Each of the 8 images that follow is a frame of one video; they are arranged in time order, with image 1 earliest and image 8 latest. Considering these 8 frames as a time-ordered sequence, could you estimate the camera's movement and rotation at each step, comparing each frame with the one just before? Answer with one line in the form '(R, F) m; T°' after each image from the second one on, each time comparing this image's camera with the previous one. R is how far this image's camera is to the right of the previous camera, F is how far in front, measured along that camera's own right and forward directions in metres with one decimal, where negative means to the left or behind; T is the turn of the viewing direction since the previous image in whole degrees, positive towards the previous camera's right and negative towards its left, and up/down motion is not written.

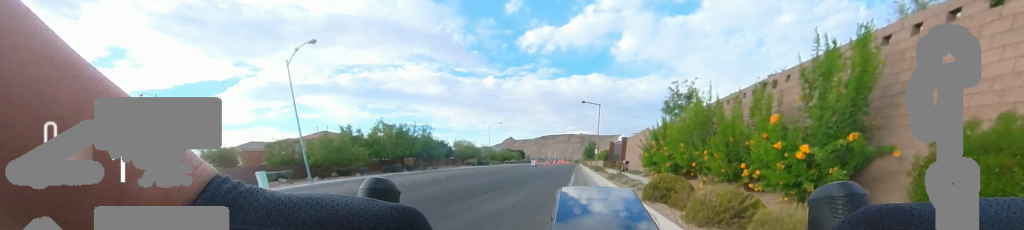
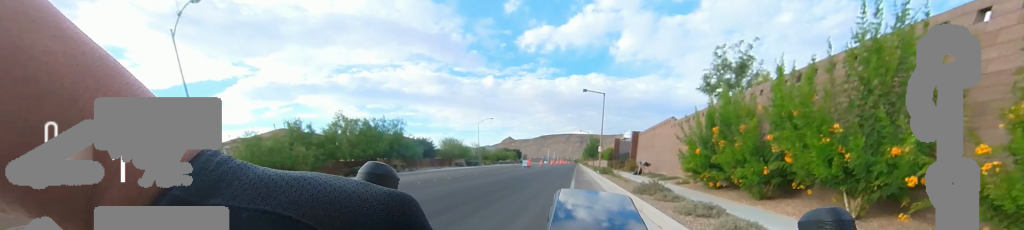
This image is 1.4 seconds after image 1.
(0.0, +7.2) m; 0°
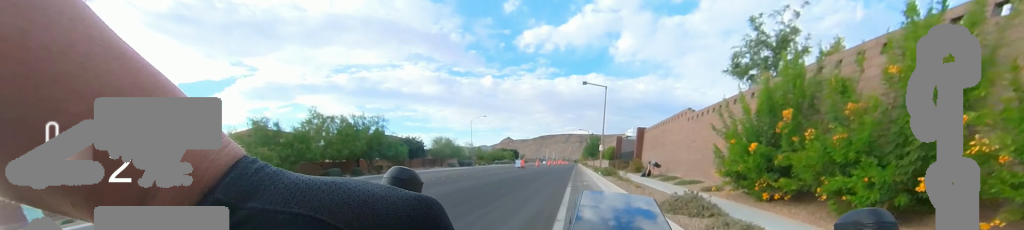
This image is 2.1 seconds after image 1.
(0.0, +3.5) m; 0°
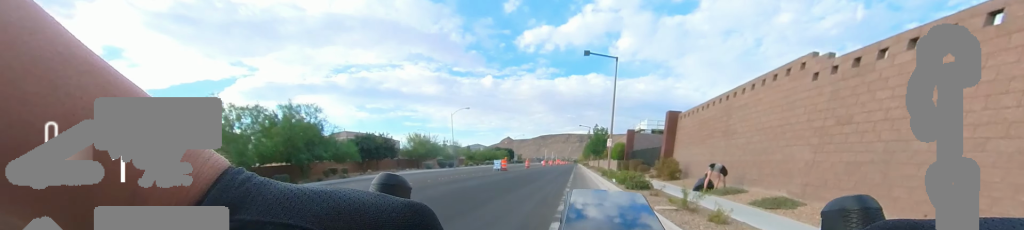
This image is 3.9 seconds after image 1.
(0.0, +9.0) m; 0°
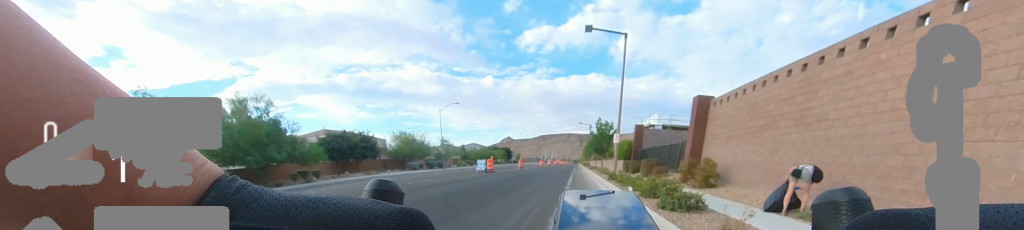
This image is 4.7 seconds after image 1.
(0.0, +4.3) m; 0°
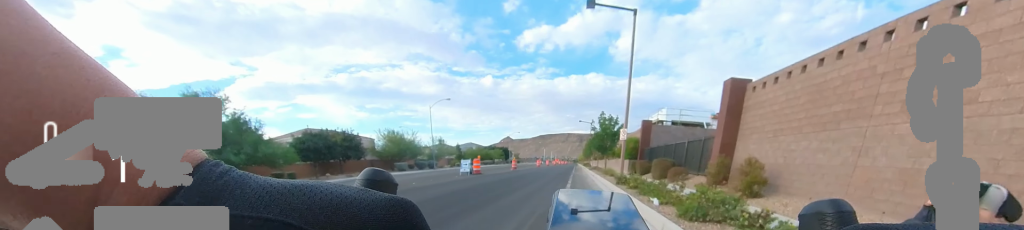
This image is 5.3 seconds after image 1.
(0.0, +2.9) m; 0°
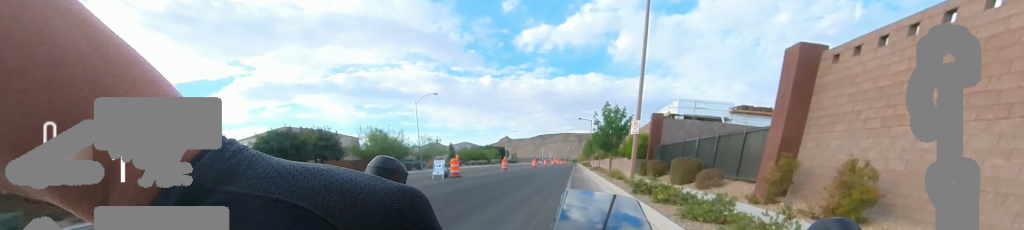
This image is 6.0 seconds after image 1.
(0.0, +3.4) m; 0°
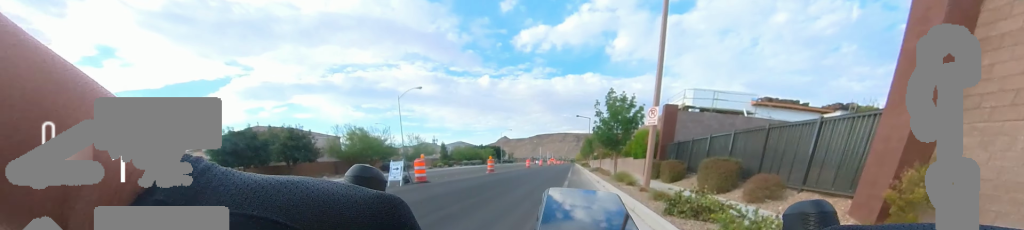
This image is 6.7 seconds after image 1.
(0.0, +3.6) m; 0°
